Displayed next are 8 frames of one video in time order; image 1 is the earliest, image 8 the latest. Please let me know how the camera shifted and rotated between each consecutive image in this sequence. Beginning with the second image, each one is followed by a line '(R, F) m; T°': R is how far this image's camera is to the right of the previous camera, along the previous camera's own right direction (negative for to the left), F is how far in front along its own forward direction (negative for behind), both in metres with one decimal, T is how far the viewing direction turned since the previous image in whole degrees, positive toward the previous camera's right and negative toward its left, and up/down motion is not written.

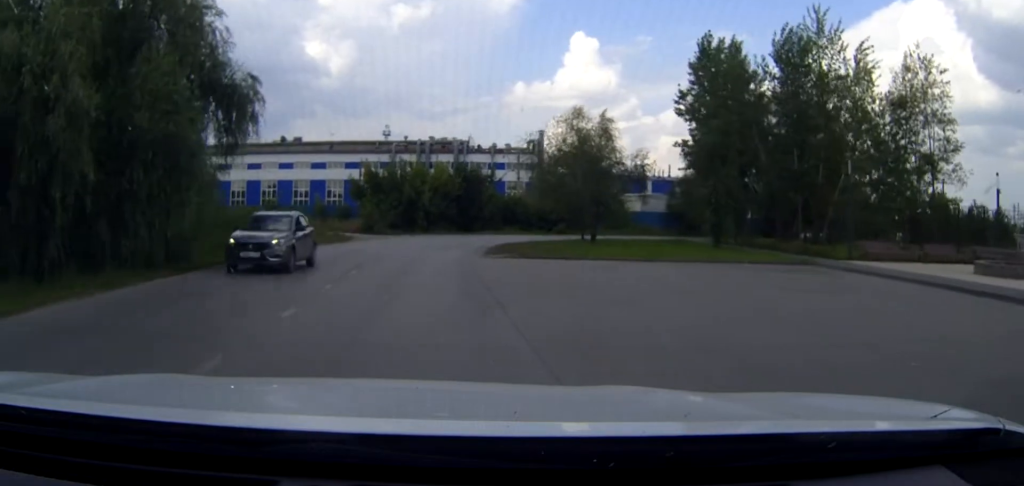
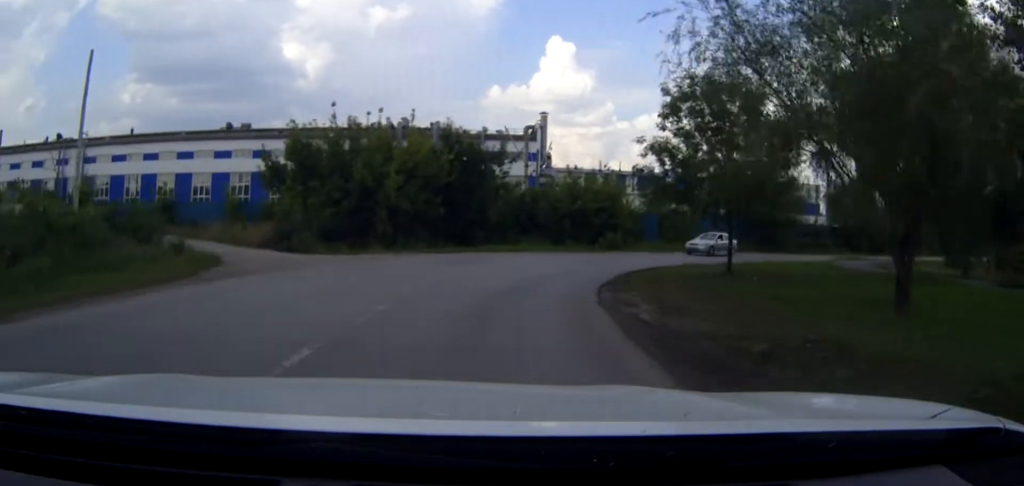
(-0.2, +28.1) m; +2°
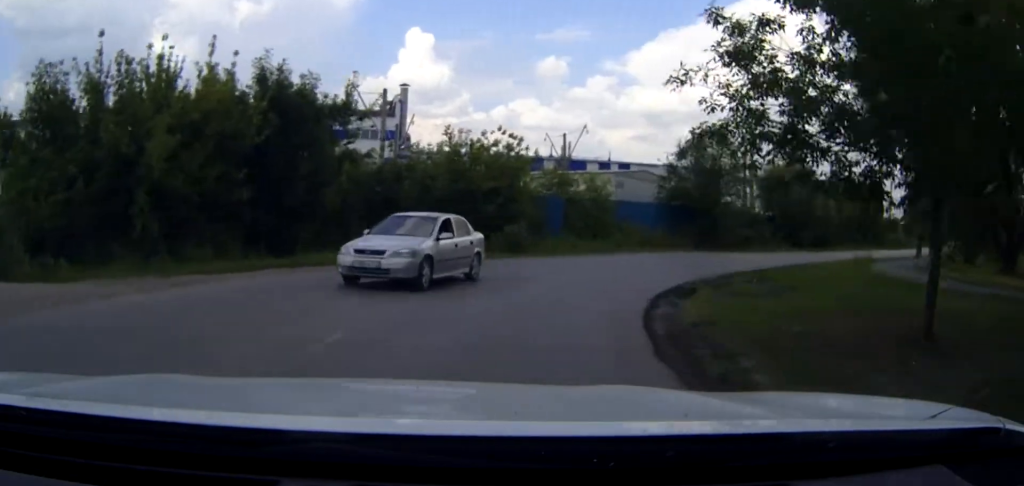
(+0.9, +15.3) m; +10°
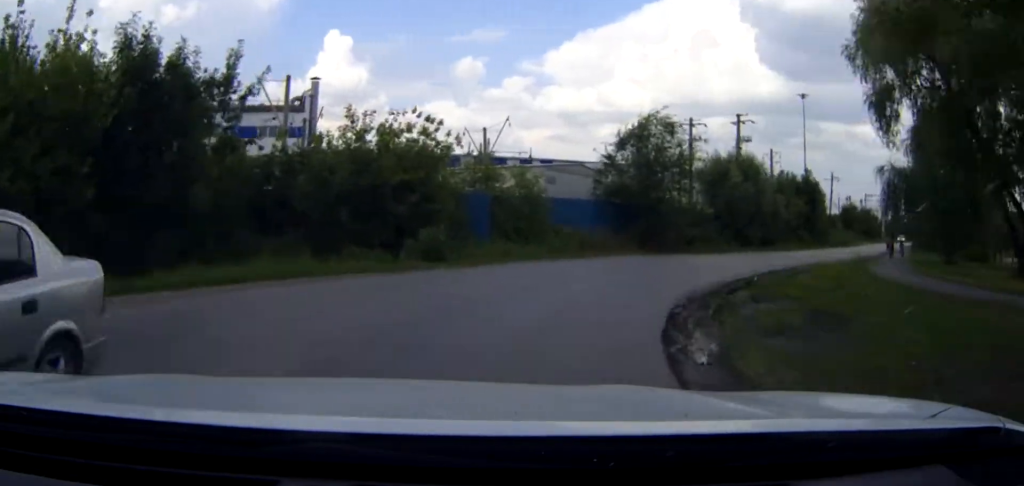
(+0.5, +5.7) m; +7°
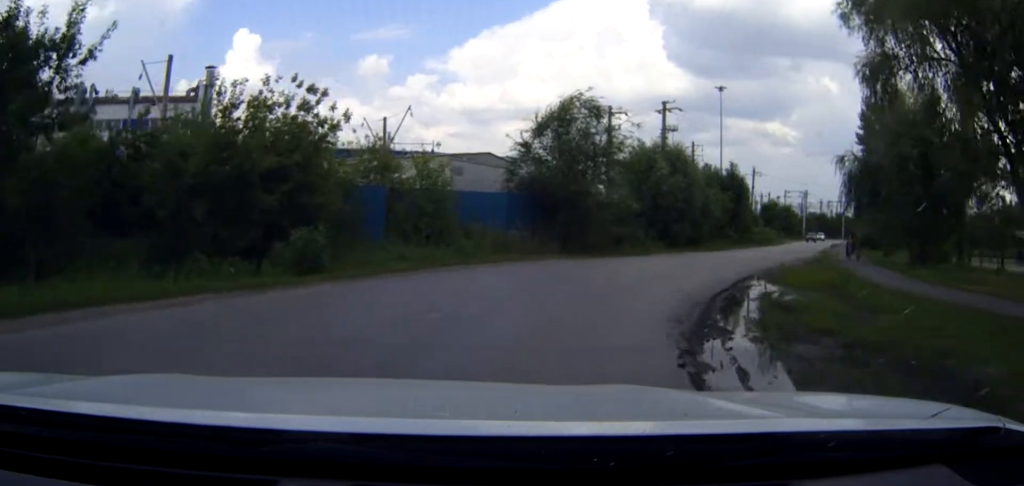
(+0.1, +5.4) m; +7°
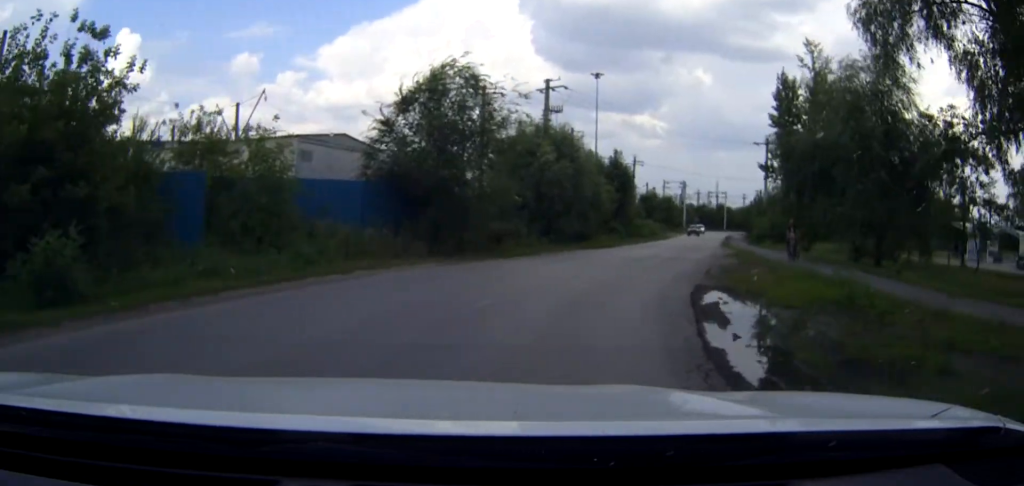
(+0.6, +6.7) m; +9°
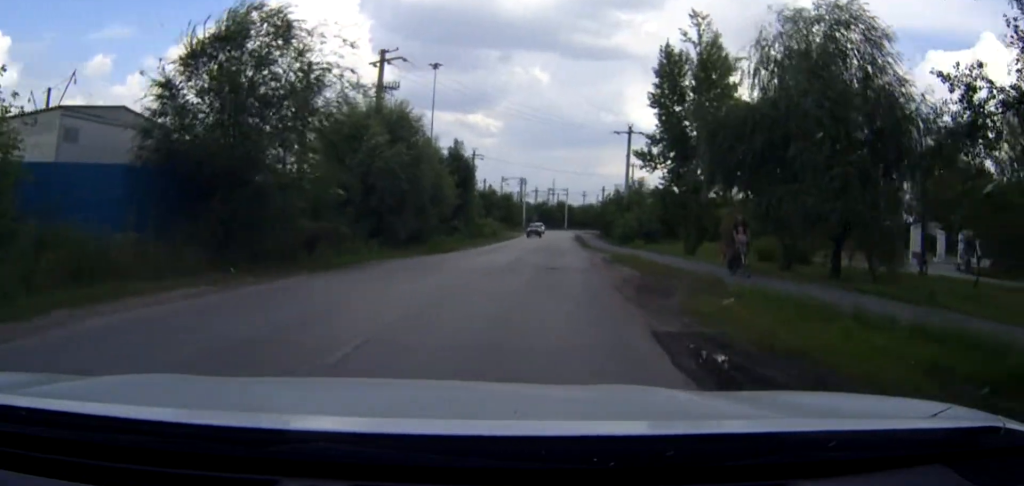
(+0.9, +8.3) m; +10°
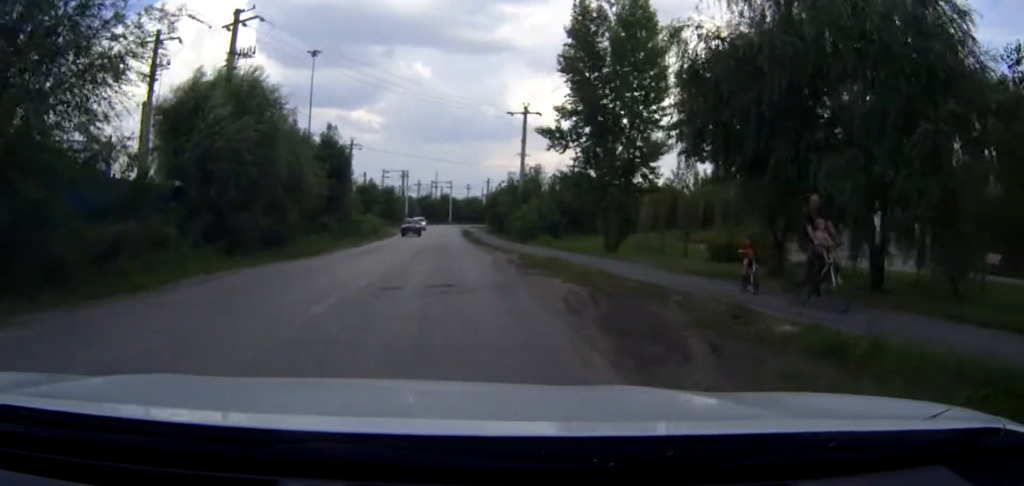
(+0.6, +7.8) m; +8°
